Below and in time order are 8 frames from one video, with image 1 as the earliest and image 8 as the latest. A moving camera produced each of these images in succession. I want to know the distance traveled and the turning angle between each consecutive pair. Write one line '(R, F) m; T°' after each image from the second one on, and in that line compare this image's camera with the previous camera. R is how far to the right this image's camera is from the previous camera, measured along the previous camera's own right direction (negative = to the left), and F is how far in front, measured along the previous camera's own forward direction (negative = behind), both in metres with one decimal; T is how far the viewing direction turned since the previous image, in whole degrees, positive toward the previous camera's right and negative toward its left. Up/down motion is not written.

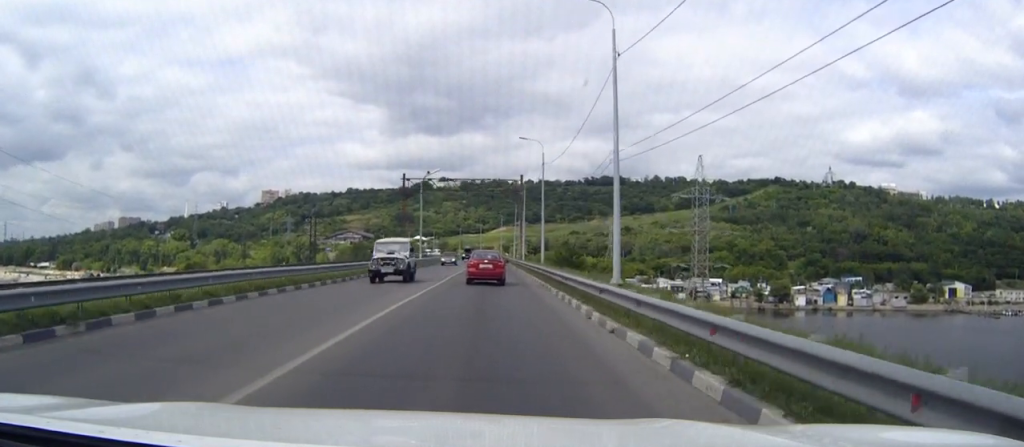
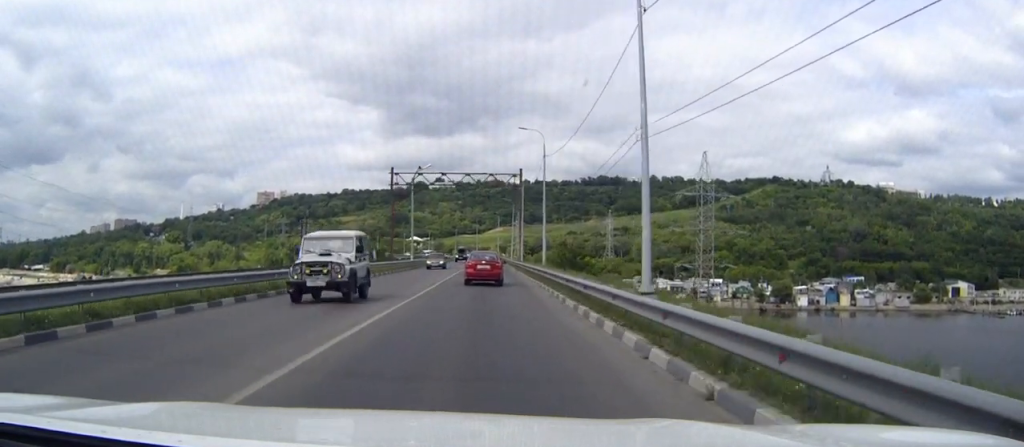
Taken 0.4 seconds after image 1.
(0.0, +6.0) m; 0°
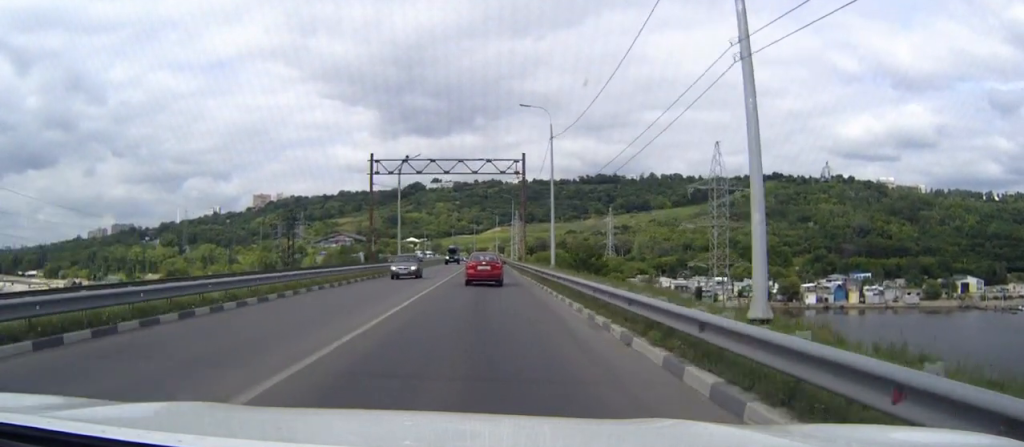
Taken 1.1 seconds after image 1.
(0.0, +9.9) m; 0°
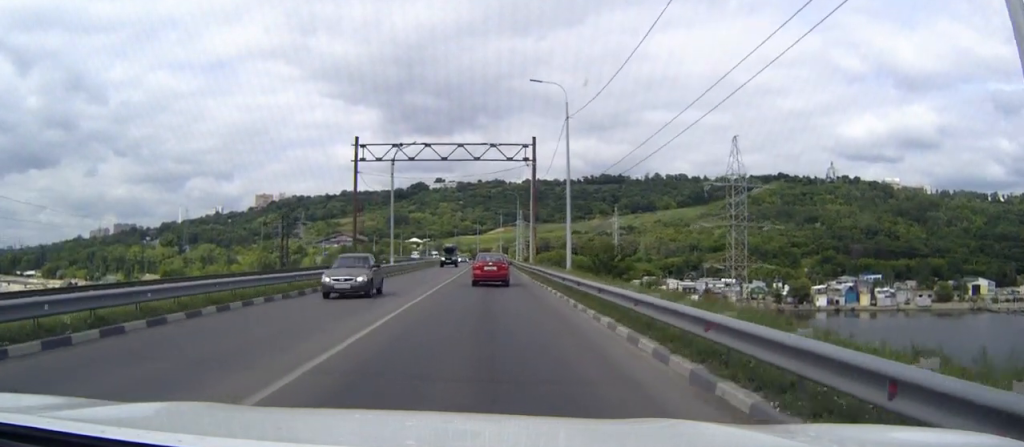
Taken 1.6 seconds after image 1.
(0.0, +8.0) m; 0°
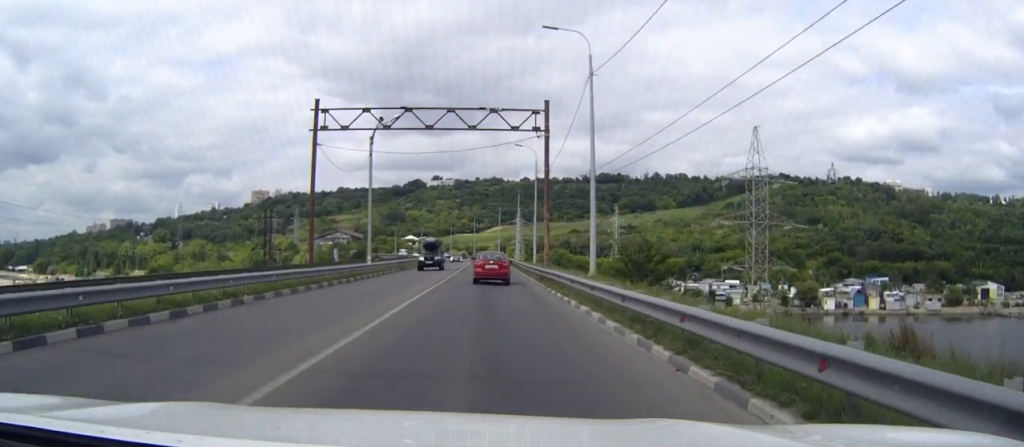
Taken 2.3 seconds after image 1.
(0.0, +10.9) m; 0°
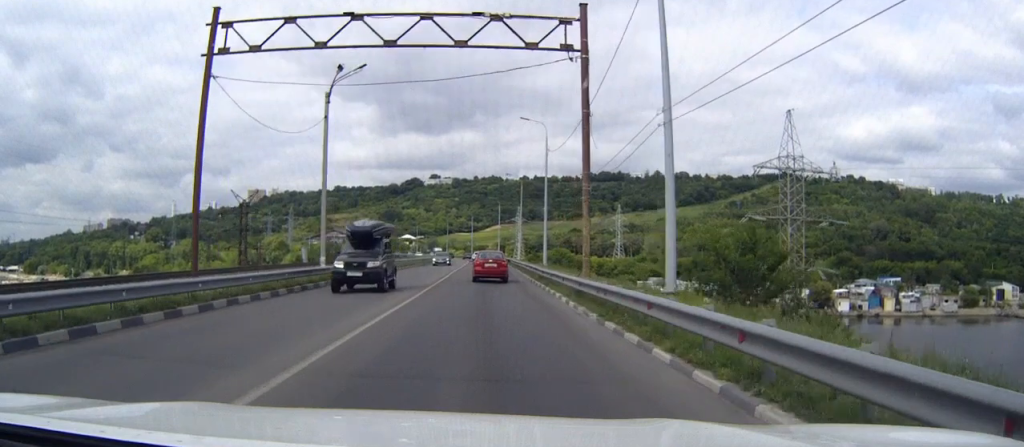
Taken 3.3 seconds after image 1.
(0.0, +14.4) m; 0°
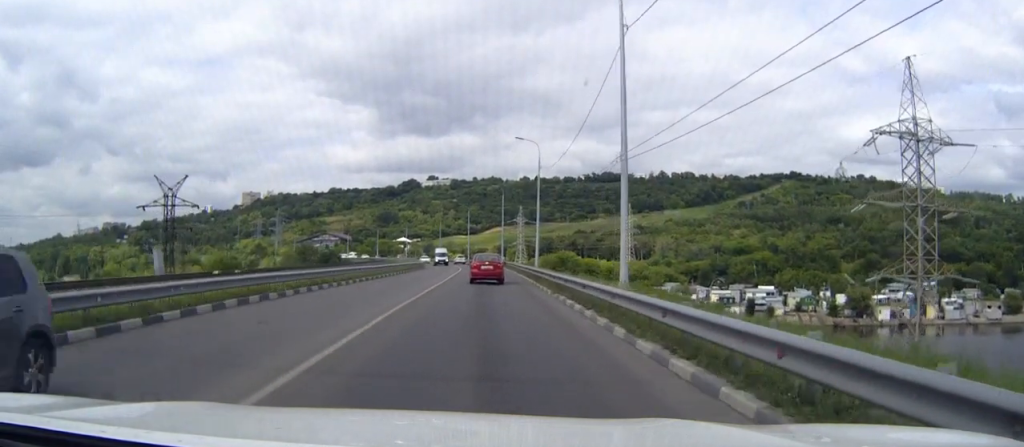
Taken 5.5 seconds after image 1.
(+0.3, +32.9) m; 0°
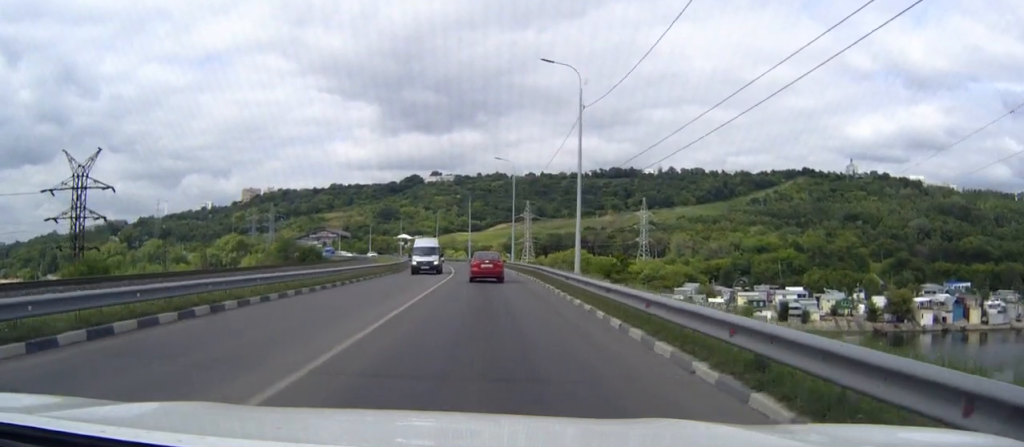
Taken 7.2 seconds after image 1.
(-0.1, +26.4) m; 0°
